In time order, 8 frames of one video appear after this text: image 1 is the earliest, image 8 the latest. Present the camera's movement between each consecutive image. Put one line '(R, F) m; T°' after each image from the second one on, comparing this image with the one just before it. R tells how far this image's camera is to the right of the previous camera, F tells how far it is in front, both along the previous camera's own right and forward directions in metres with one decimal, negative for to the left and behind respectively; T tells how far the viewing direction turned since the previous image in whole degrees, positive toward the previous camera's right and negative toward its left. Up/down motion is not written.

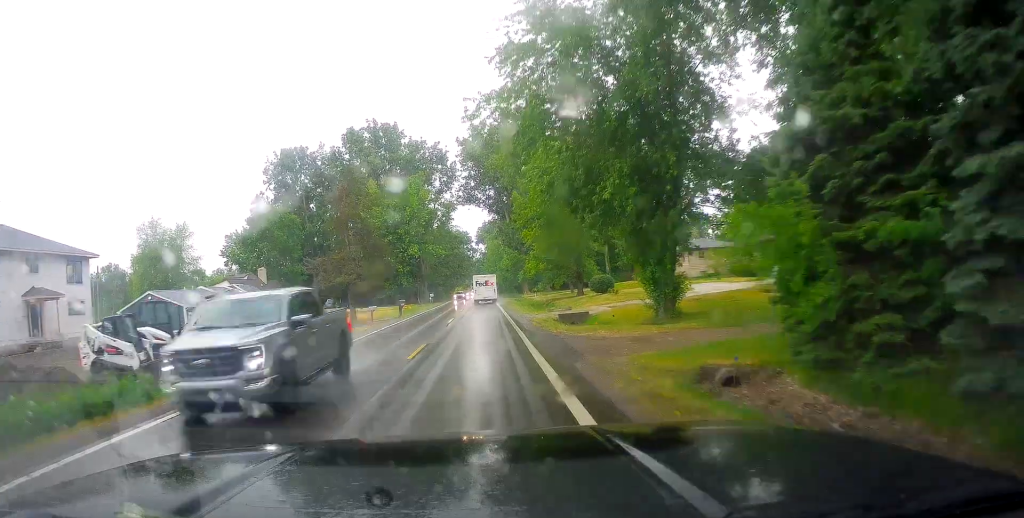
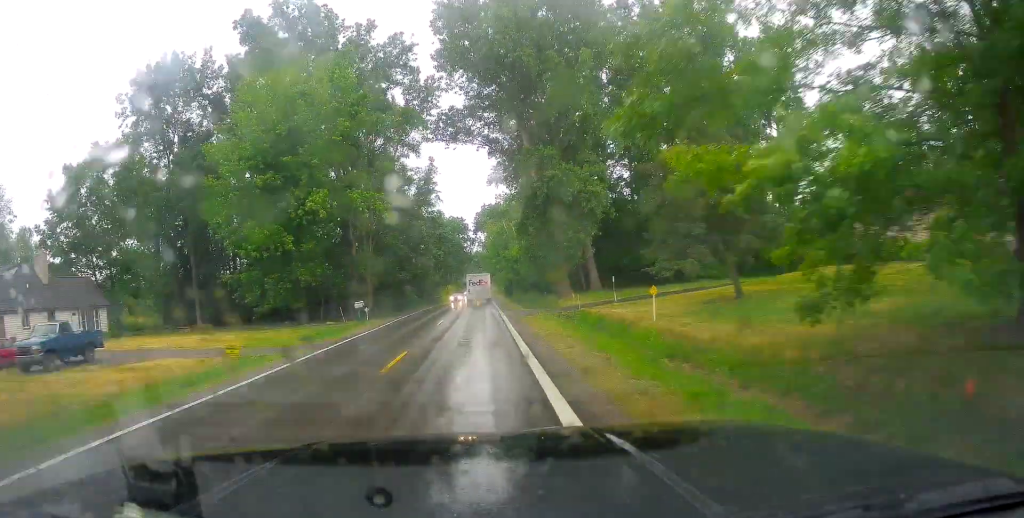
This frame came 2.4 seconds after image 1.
(+0.2, +49.0) m; 0°
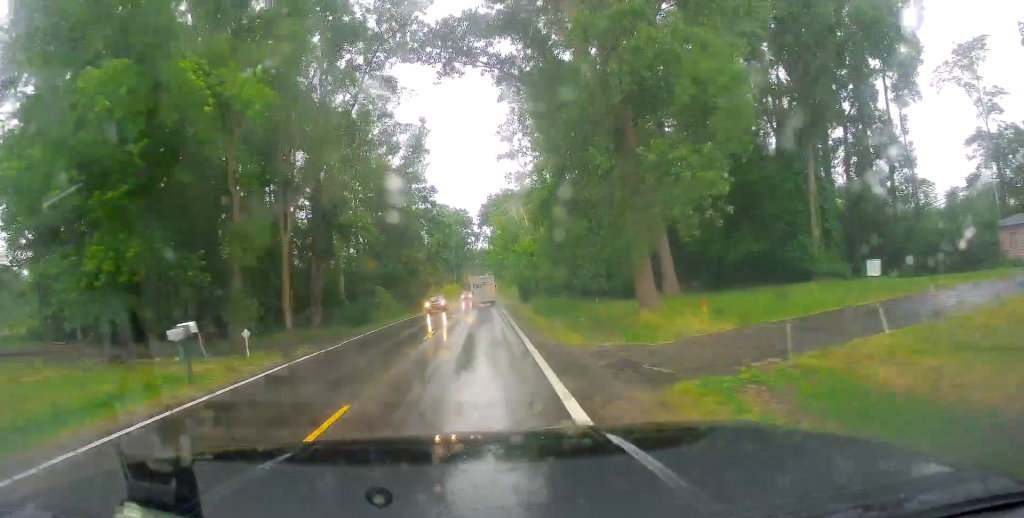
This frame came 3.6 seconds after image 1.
(-0.7, +23.5) m; 0°
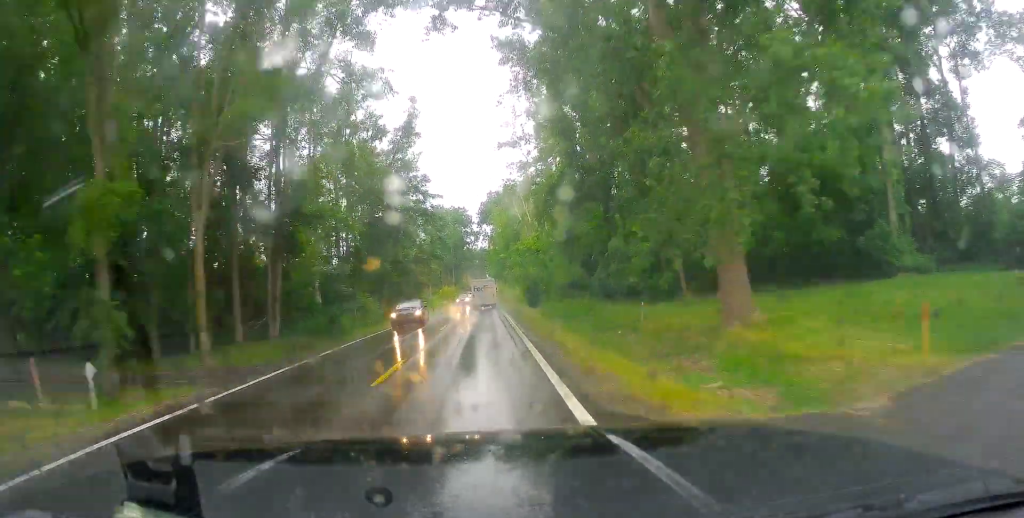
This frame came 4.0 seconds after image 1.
(+0.4, +9.4) m; +1°
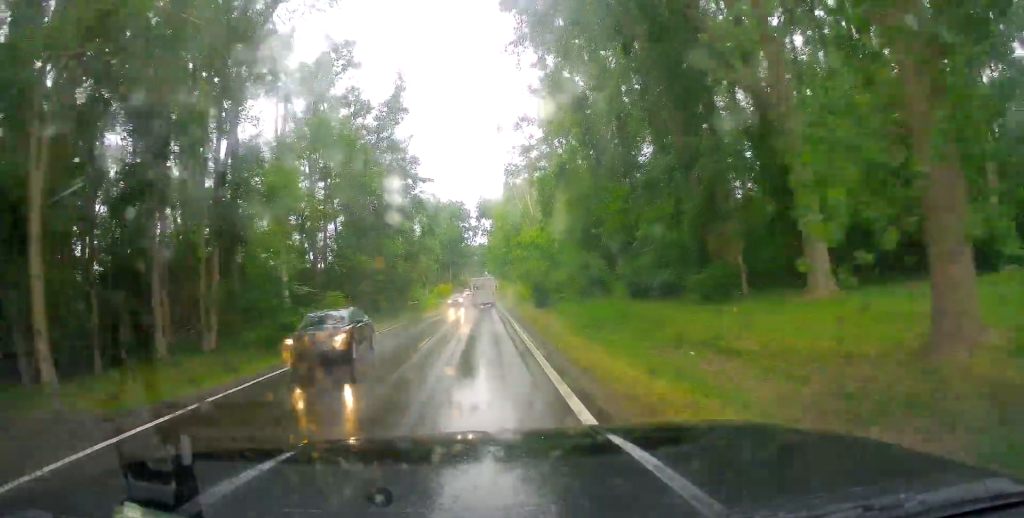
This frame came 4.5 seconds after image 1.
(+0.2, +8.7) m; 0°
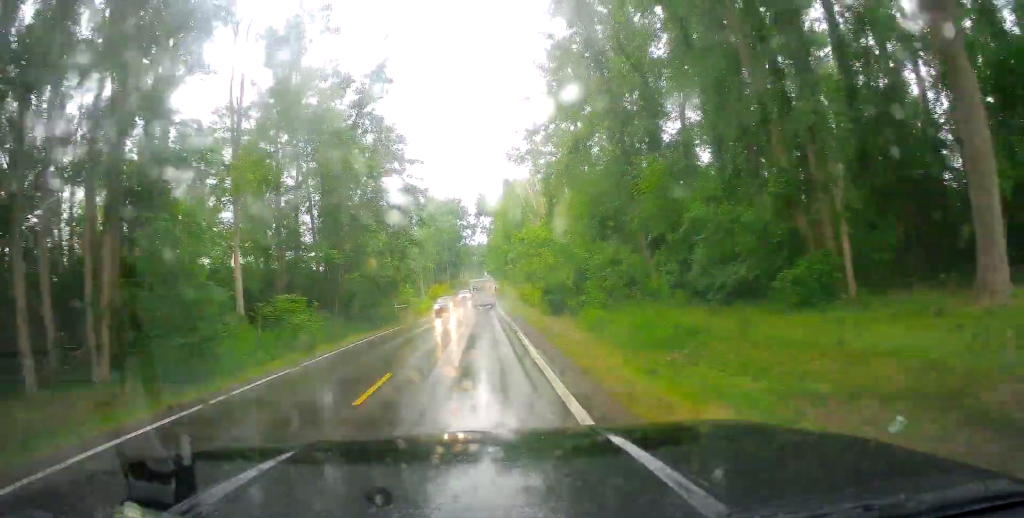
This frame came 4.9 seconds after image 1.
(-0.1, +8.6) m; -2°
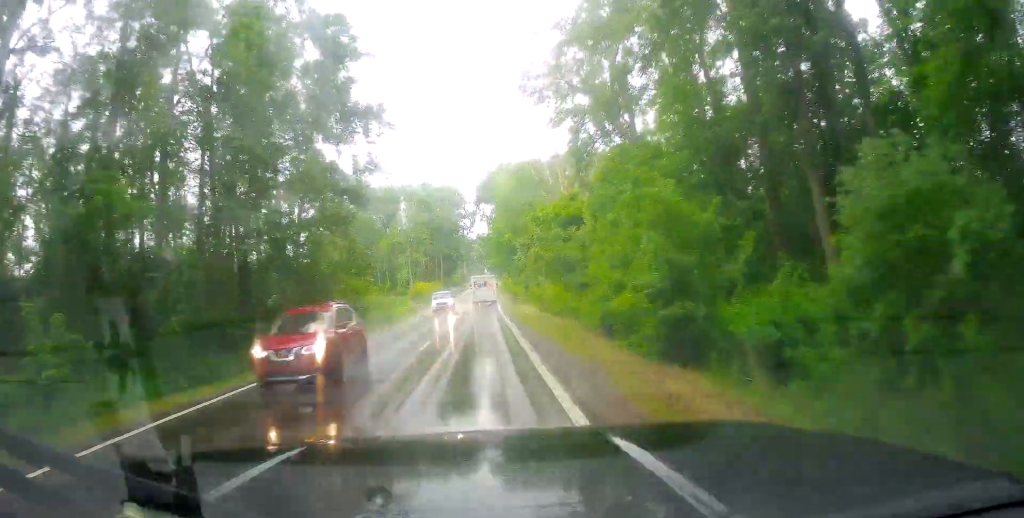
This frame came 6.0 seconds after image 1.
(-0.9, +21.0) m; -2°
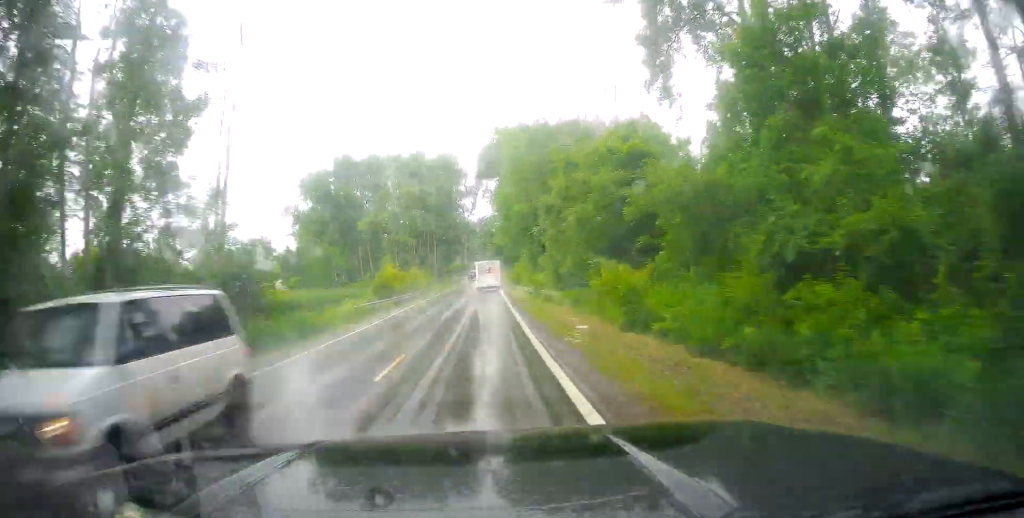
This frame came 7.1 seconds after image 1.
(+0.3, +22.5) m; +3°
